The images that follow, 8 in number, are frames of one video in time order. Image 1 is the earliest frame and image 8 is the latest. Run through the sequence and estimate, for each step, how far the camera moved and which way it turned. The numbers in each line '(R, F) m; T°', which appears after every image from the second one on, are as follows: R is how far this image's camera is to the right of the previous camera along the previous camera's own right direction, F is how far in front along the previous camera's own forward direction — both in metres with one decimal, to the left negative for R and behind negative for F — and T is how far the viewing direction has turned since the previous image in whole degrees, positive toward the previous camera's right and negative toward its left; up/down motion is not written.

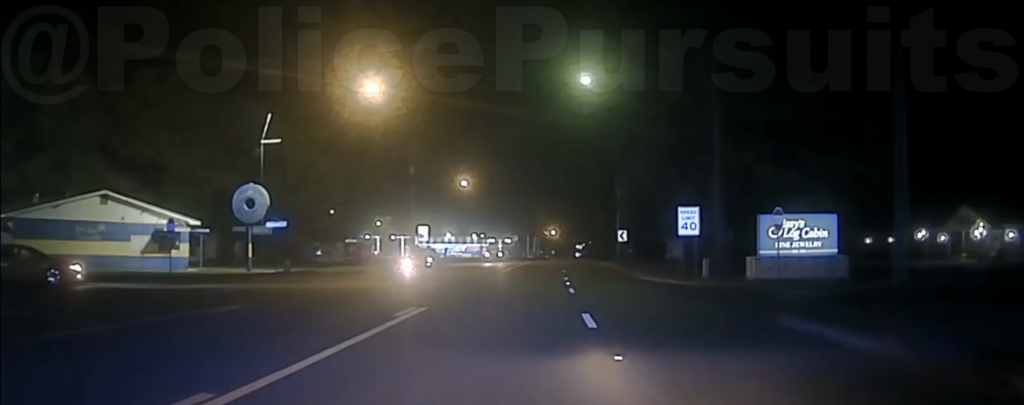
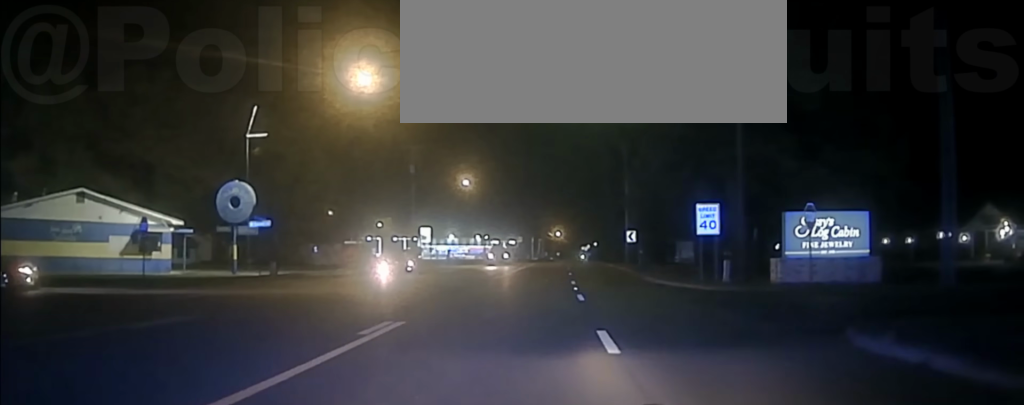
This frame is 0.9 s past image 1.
(-0.2, +3.4) m; -3°
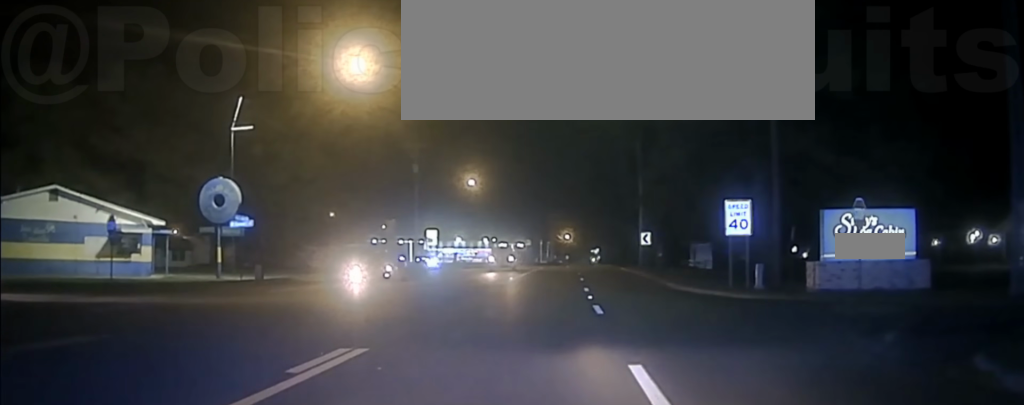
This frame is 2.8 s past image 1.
(0.0, +2.7) m; 0°
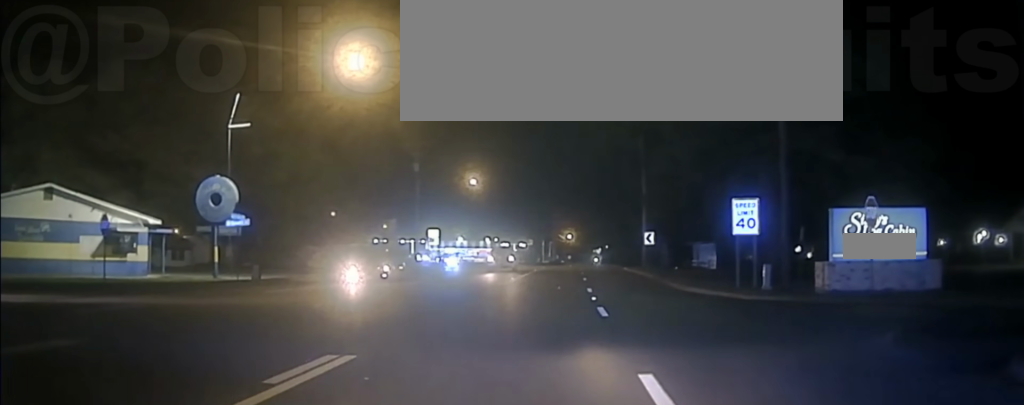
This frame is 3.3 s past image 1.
(0.0, +0.2) m; 0°
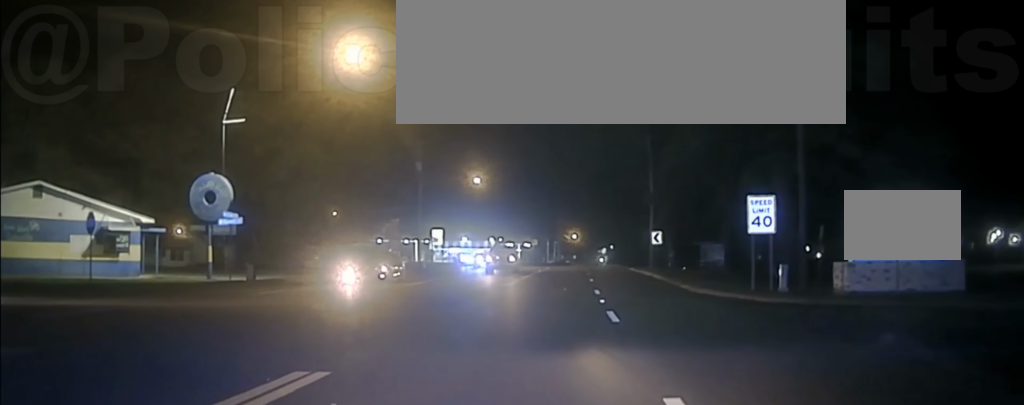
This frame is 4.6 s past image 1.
(0.0, +0.5) m; 0°
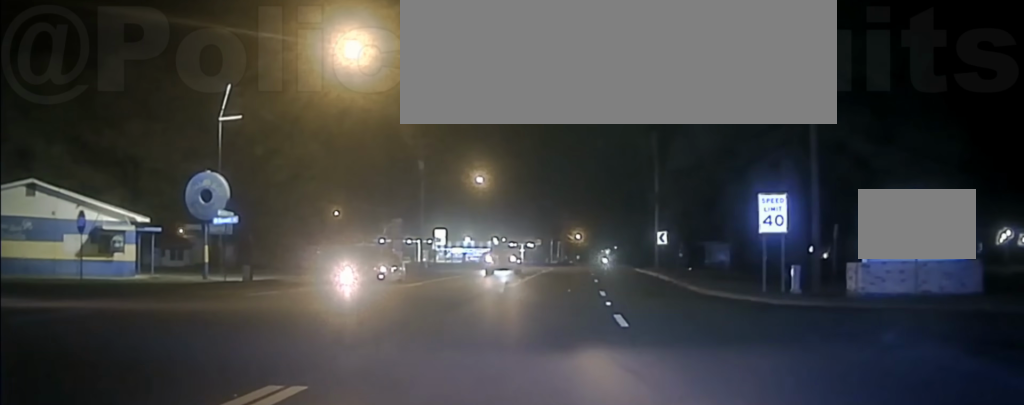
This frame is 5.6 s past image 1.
(0.0, +0.6) m; 0°
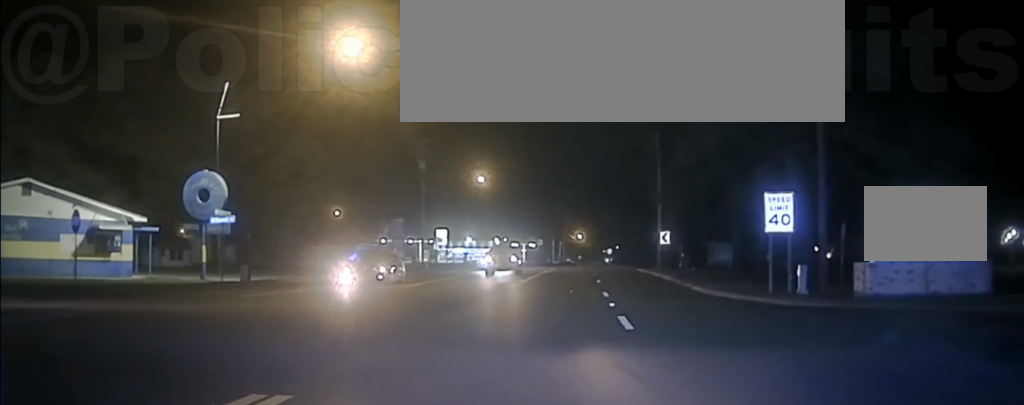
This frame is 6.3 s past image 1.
(0.0, +0.6) m; 0°
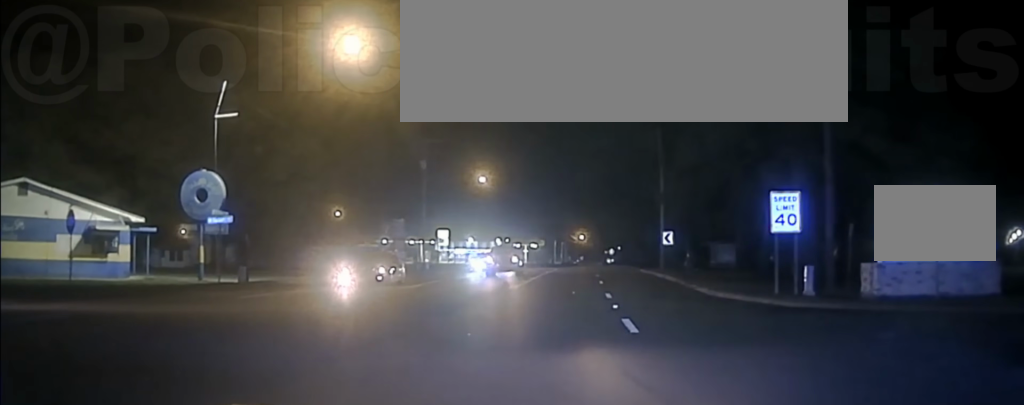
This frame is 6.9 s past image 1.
(0.0, +0.8) m; -1°
